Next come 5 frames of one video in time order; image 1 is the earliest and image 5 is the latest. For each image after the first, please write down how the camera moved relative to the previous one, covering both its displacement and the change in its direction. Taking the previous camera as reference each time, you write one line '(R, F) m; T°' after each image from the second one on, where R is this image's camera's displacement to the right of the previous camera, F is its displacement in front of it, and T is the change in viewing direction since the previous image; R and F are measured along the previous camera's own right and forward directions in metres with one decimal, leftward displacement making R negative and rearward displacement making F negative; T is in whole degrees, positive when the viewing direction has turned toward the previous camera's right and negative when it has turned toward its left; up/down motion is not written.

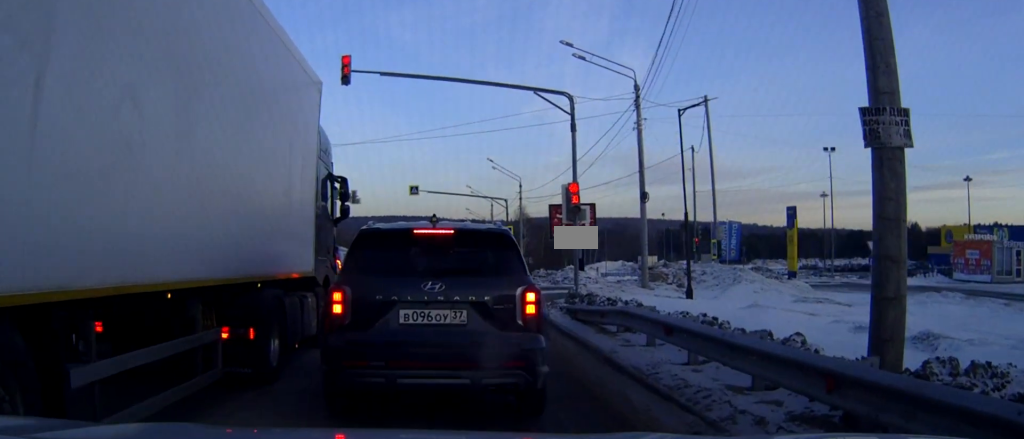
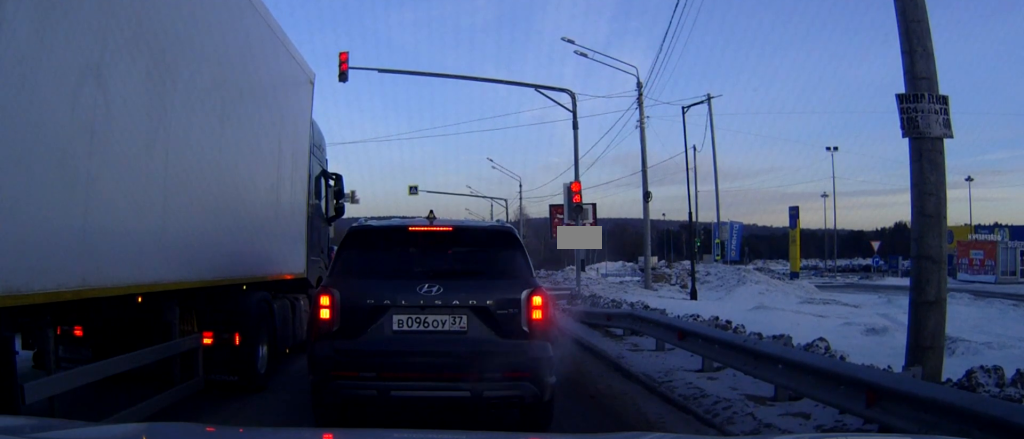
(-0.1, +0.2) m; 0°
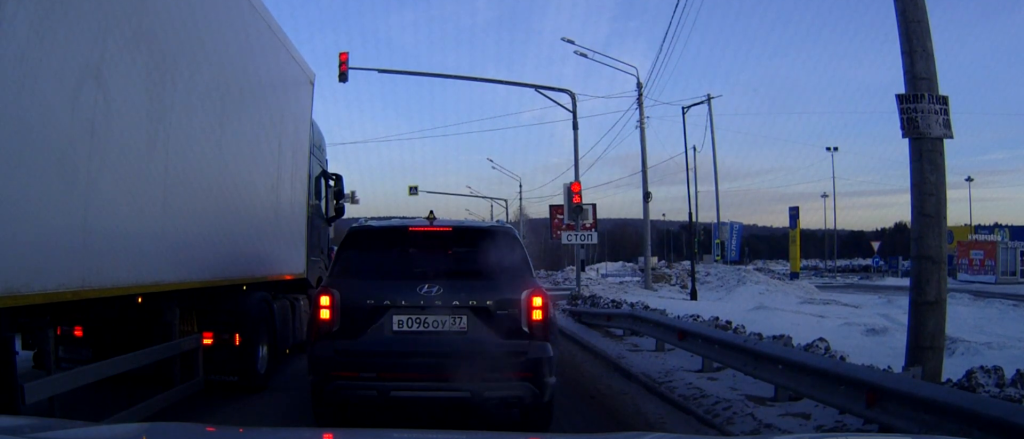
(0.0, 0.0) m; 0°
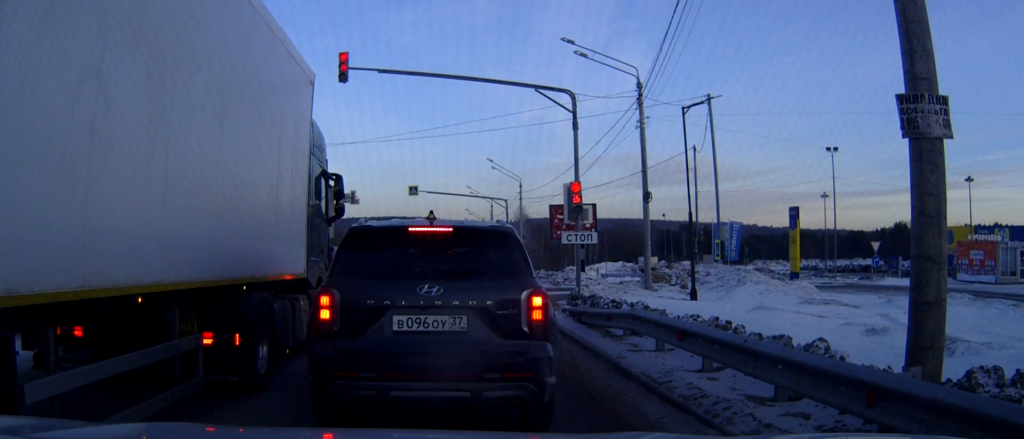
(0.0, 0.0) m; 0°
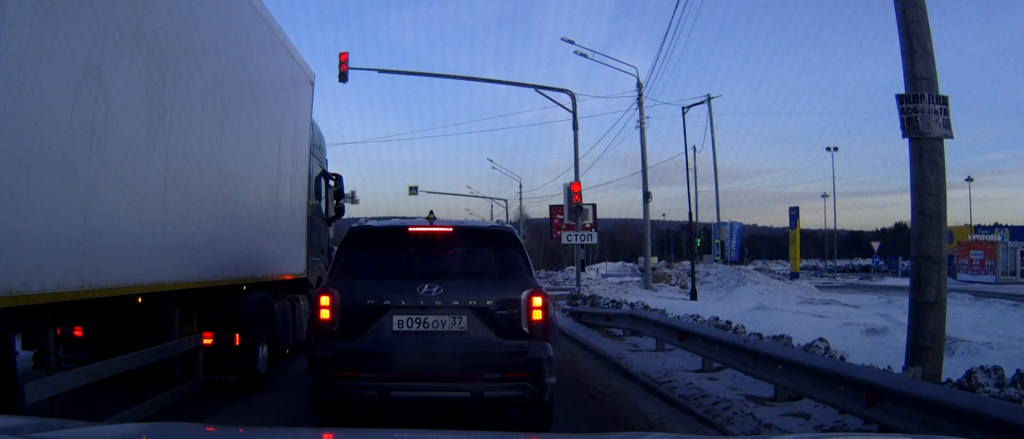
(0.0, 0.0) m; 0°
